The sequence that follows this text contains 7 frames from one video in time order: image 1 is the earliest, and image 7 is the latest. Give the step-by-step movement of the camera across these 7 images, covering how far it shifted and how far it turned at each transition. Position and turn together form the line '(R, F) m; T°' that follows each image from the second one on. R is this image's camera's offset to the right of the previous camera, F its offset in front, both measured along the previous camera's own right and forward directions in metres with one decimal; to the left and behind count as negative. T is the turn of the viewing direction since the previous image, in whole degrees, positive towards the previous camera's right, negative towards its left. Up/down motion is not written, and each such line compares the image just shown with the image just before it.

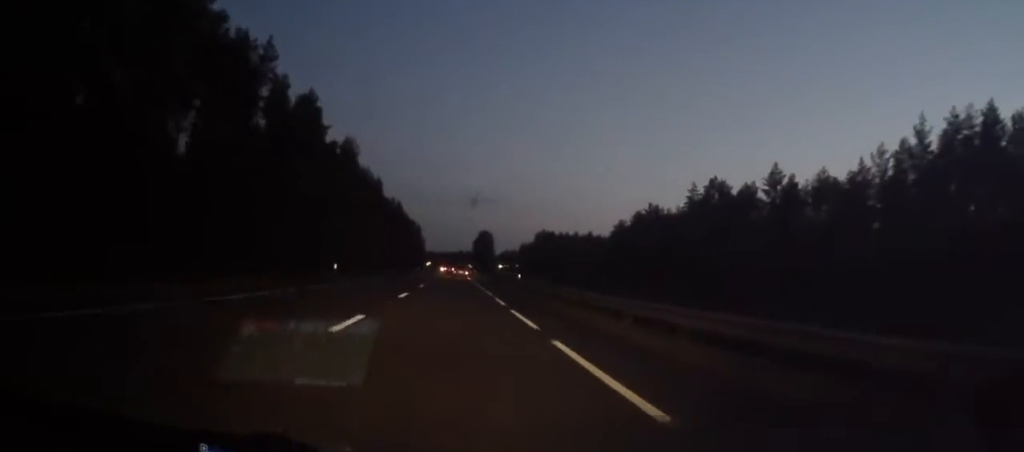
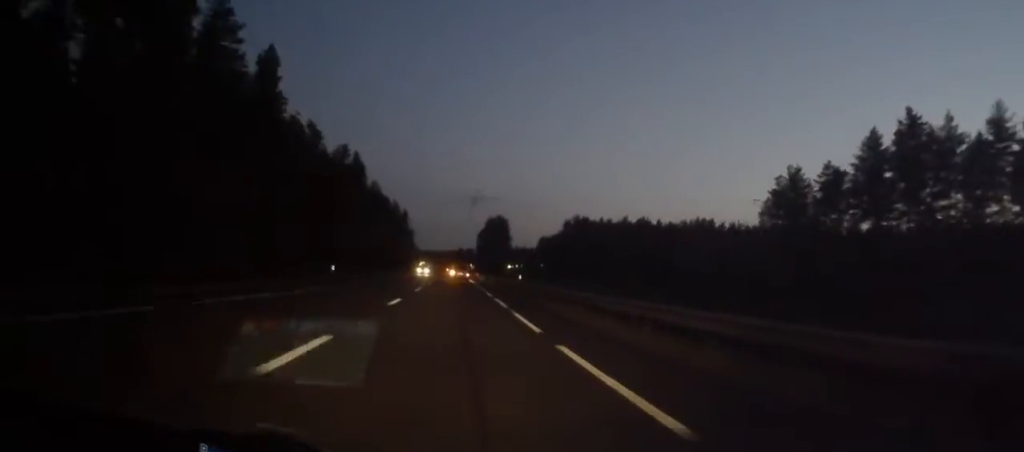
(0.0, +101.5) m; +1°
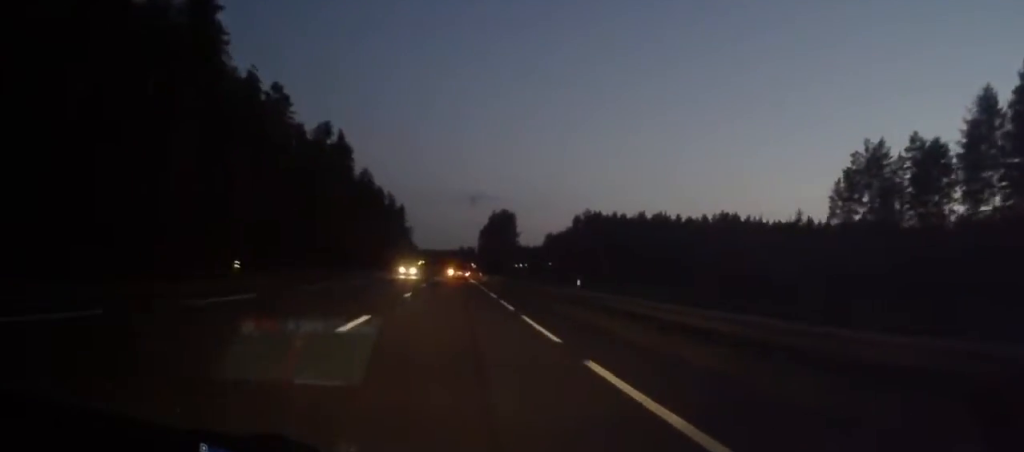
(-0.1, +20.8) m; 0°
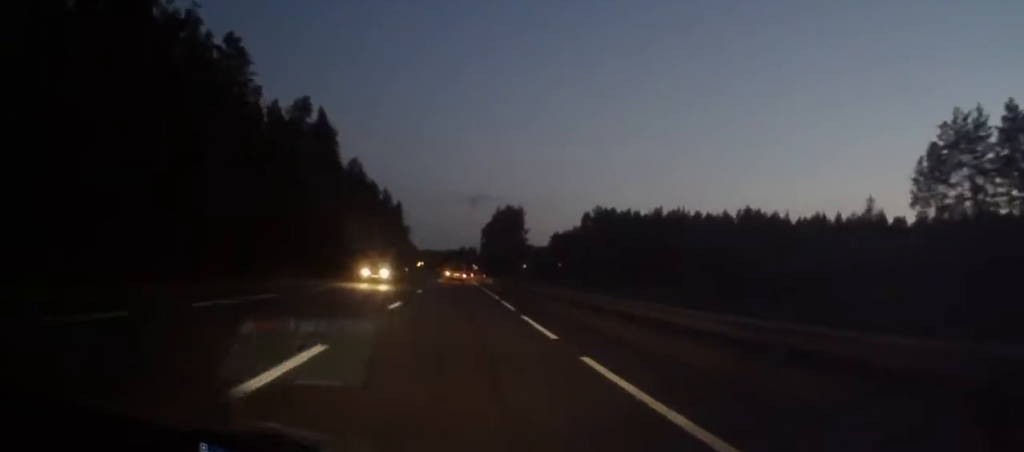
(-0.1, +17.7) m; 0°
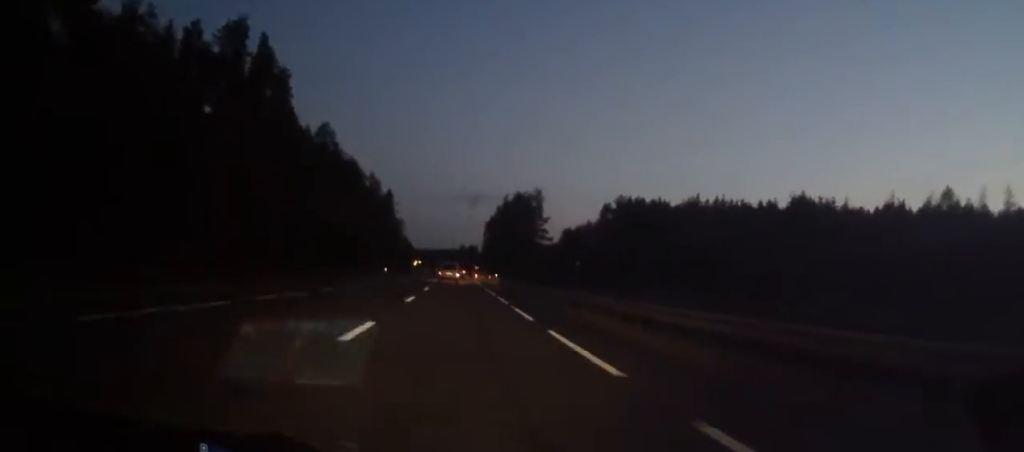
(-0.2, +32.0) m; 0°
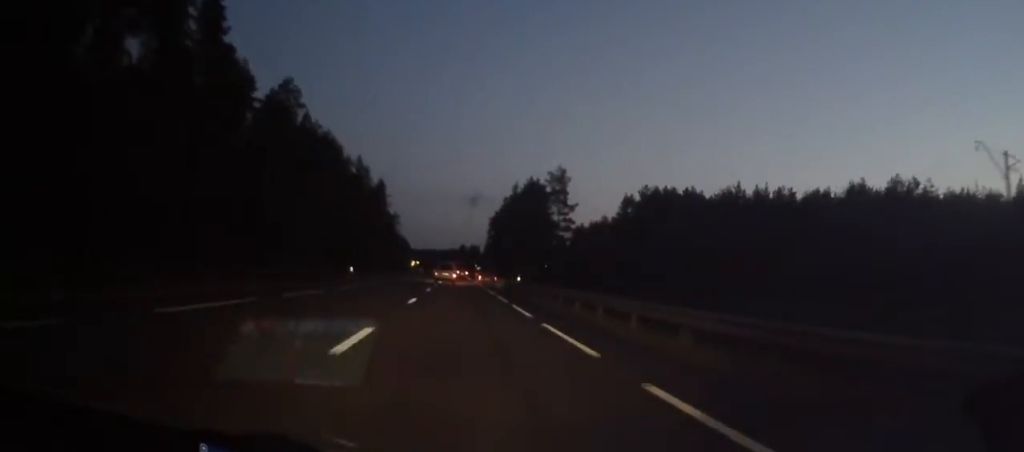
(0.0, +24.9) m; 0°
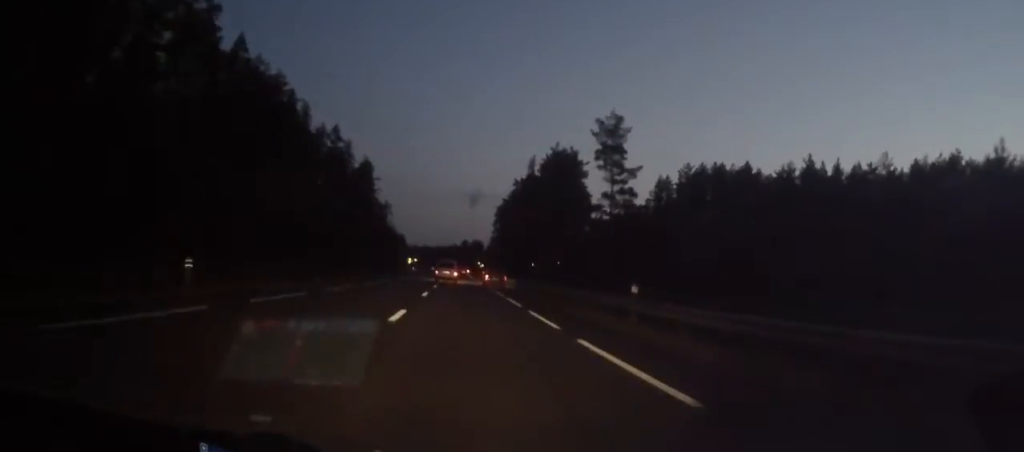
(+0.1, +30.9) m; 0°
